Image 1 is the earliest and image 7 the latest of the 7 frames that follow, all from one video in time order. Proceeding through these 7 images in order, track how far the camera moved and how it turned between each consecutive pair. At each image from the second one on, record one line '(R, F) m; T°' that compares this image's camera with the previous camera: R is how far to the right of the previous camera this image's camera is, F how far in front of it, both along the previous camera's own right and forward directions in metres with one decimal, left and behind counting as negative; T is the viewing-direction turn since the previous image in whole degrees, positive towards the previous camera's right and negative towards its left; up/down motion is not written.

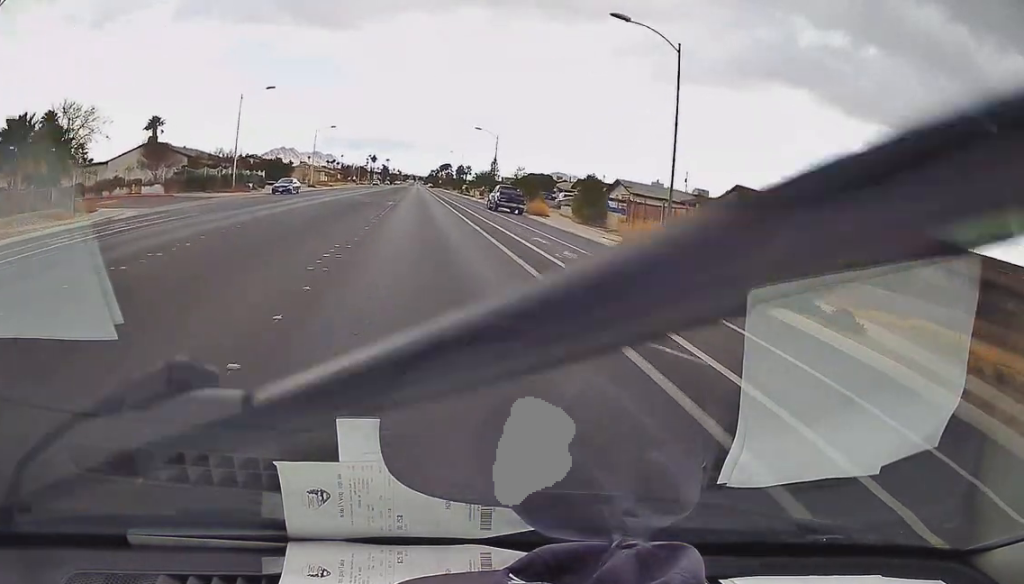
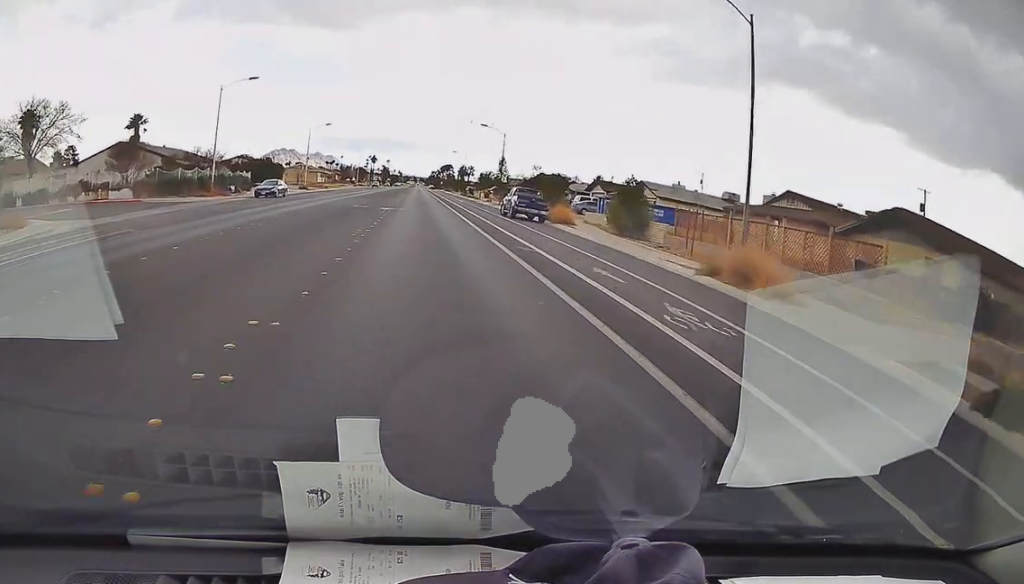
(0.0, +6.3) m; 0°
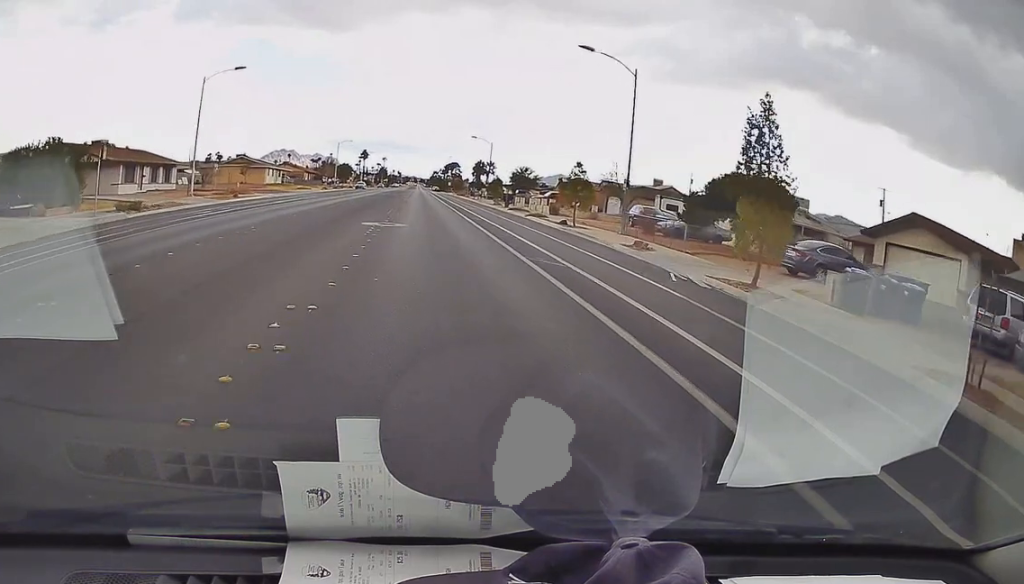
(-1.2, +48.2) m; -3°
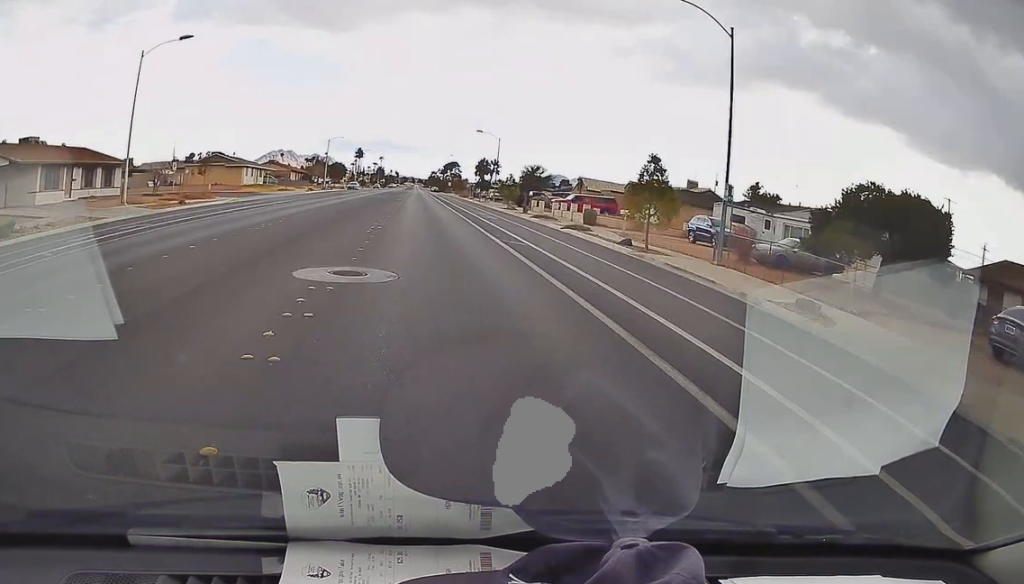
(+0.4, +11.1) m; +2°
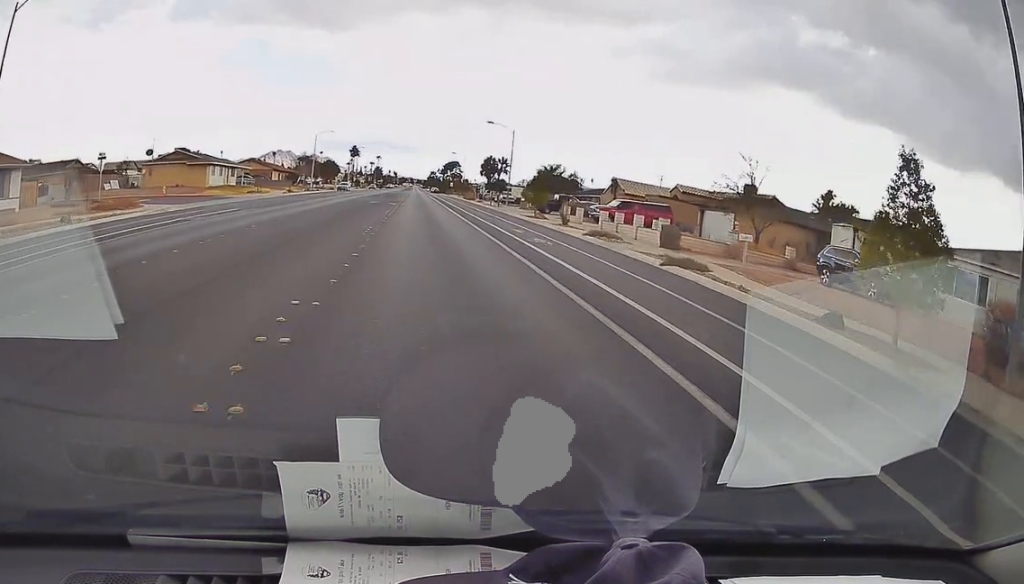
(+0.3, +13.5) m; +1°
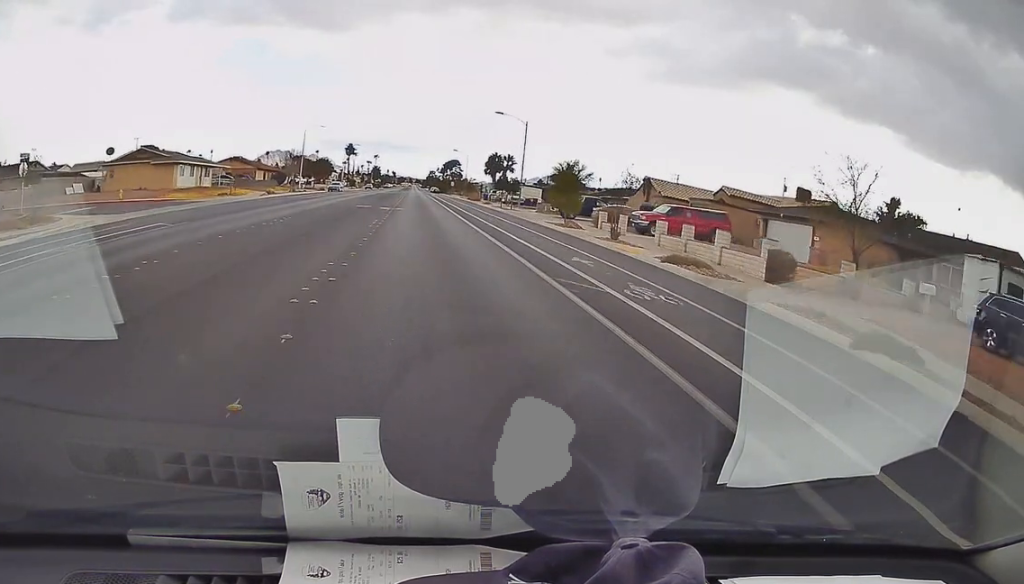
(0.0, +8.7) m; 0°
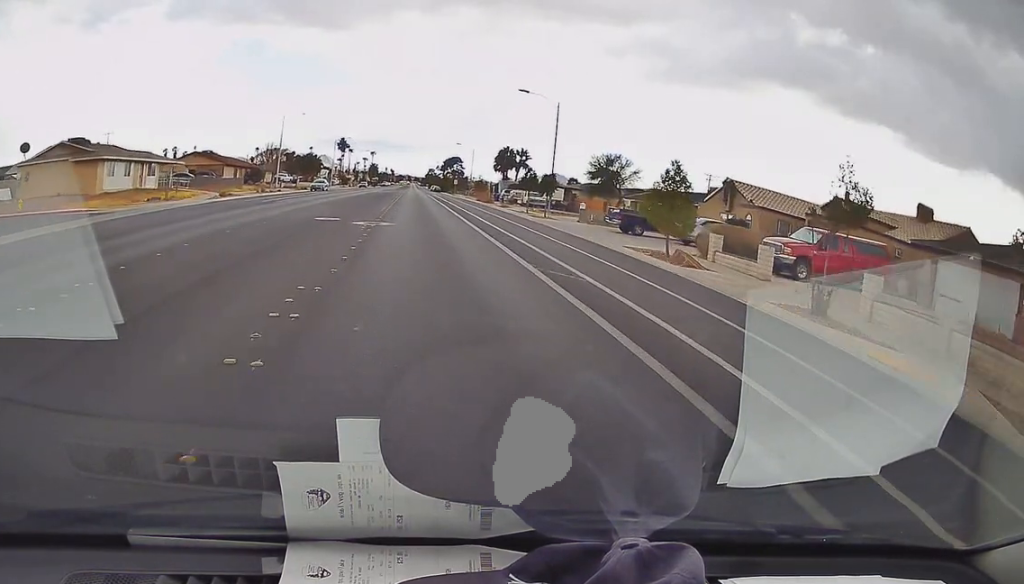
(+0.1, +14.6) m; +2°
